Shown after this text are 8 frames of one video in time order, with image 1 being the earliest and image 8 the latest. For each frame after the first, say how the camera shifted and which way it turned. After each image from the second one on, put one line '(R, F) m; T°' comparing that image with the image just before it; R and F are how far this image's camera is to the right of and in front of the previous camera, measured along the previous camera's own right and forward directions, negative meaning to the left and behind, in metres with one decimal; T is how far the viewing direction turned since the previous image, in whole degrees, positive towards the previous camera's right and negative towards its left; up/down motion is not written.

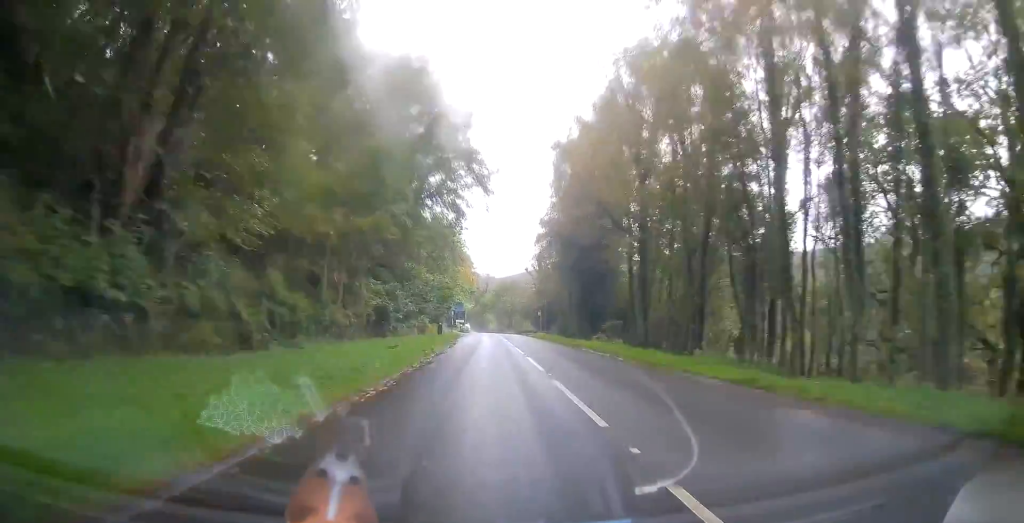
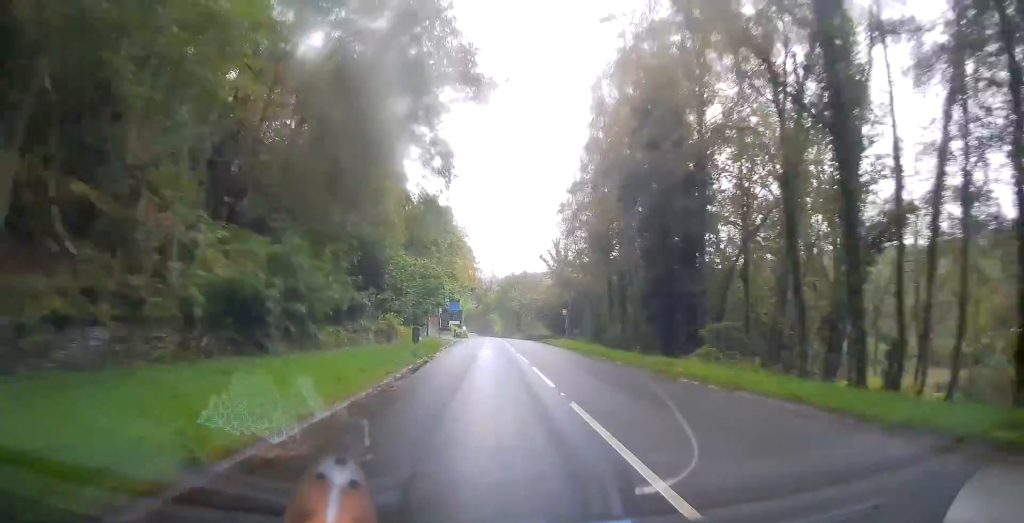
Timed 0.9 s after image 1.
(+0.1, +21.7) m; +1°
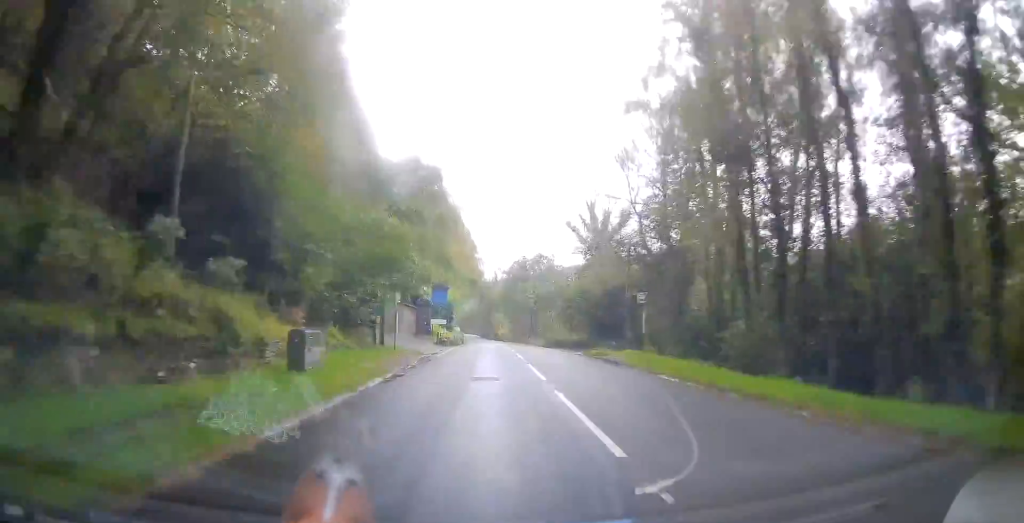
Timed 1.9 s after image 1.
(+0.3, +24.8) m; 0°
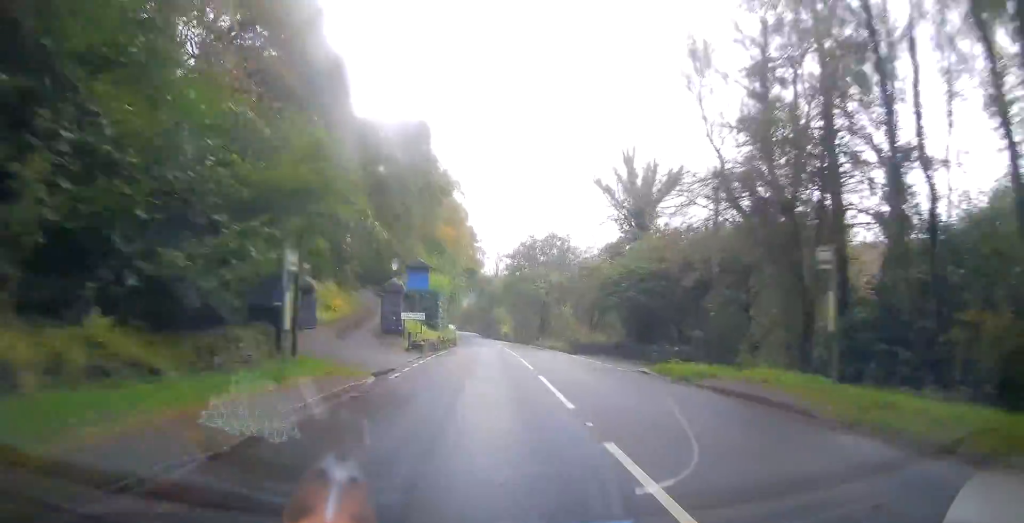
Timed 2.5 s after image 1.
(-0.1, +14.5) m; -1°
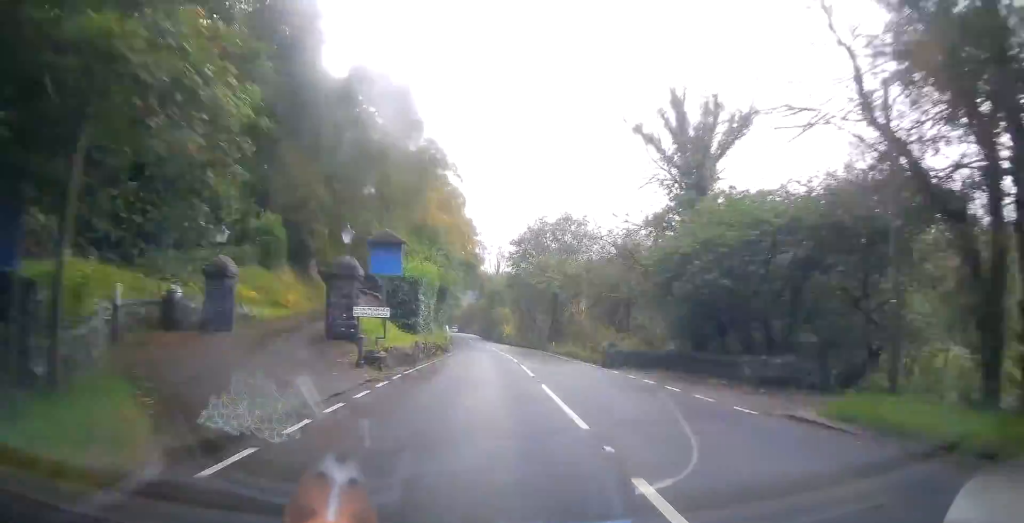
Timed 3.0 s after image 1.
(0.0, +10.5) m; -1°
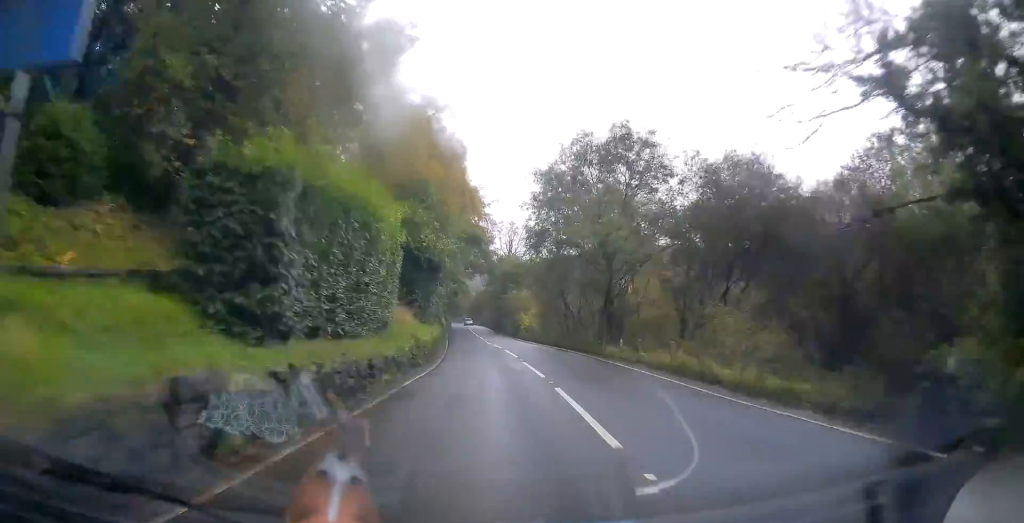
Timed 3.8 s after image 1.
(-0.3, +19.4) m; 0°
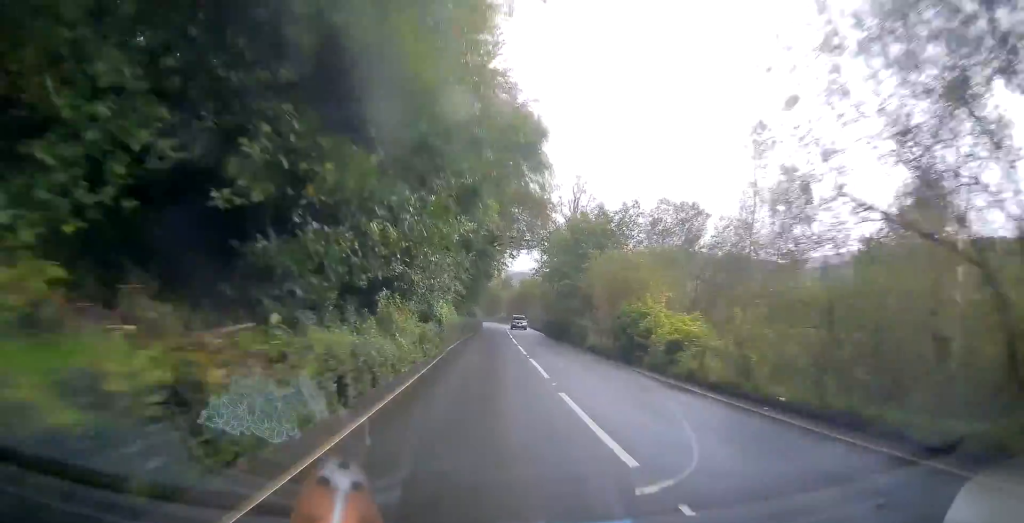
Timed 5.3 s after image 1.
(0.0, +36.9) m; -2°
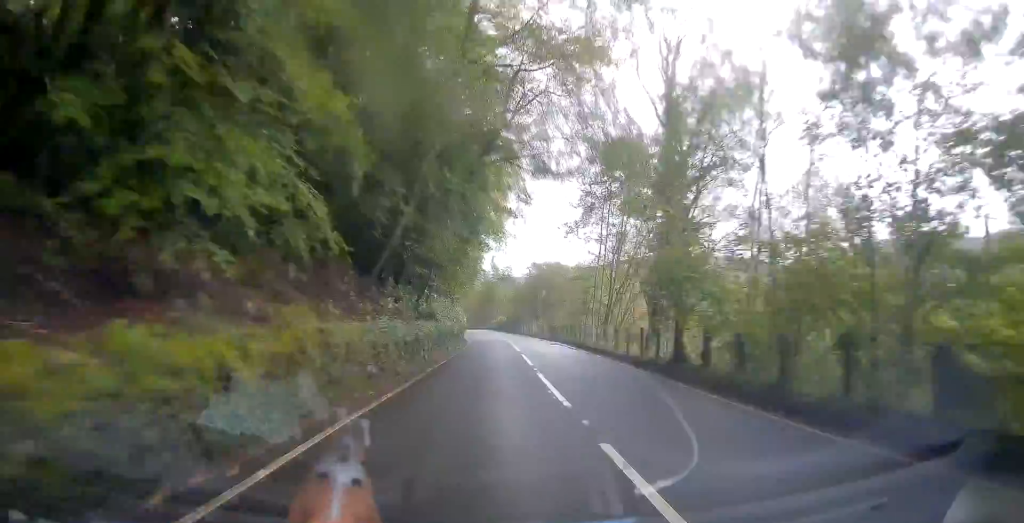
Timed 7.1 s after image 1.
(-1.8, +41.3) m; -2°
